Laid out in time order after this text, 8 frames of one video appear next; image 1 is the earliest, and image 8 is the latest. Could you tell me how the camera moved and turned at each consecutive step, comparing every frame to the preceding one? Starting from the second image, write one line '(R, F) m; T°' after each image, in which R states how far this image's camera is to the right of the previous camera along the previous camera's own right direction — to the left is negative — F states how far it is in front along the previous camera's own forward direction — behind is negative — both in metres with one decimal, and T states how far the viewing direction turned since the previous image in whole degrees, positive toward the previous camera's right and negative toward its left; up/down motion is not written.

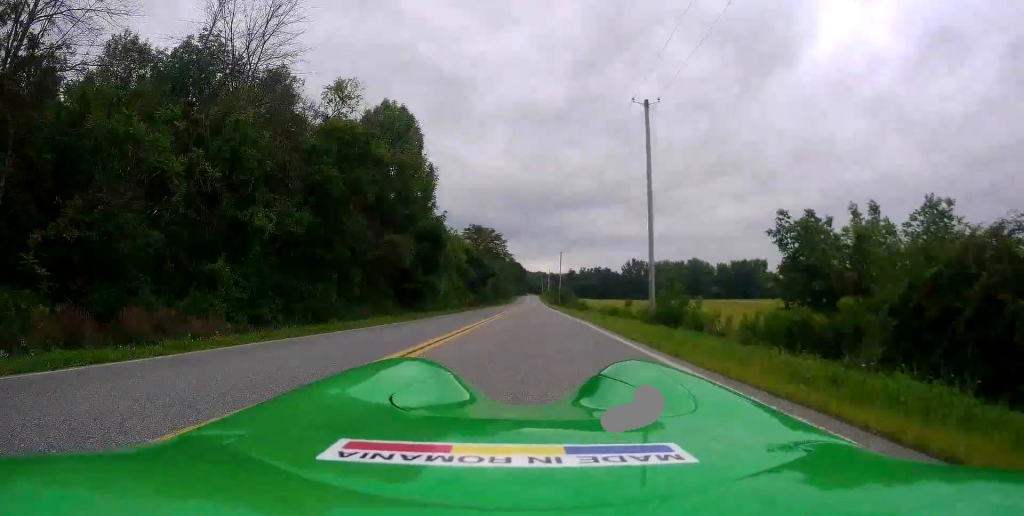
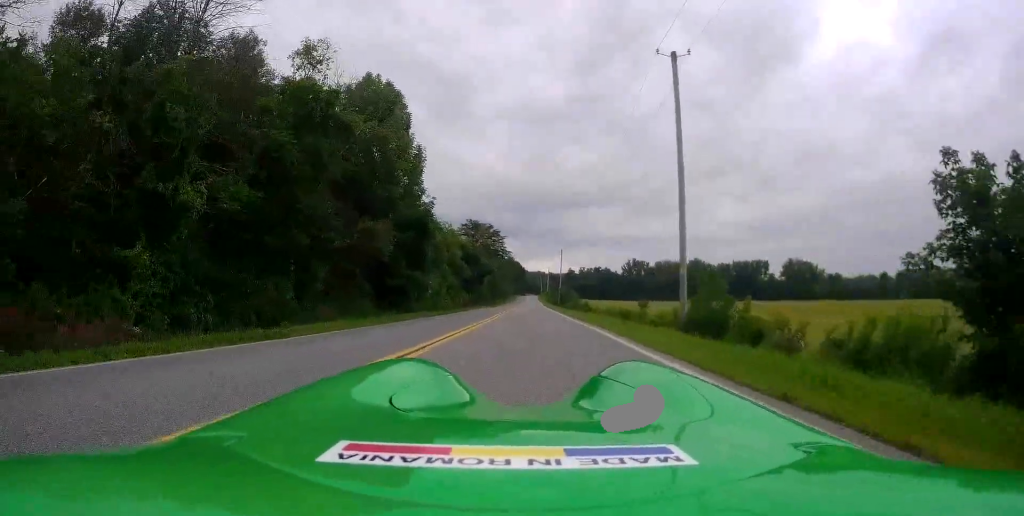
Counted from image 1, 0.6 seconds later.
(+0.1, +4.9) m; 0°
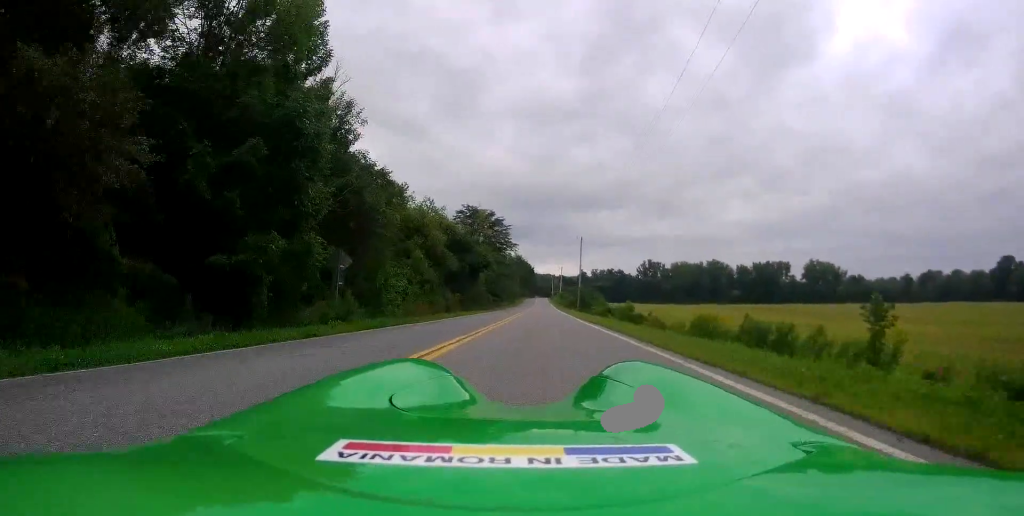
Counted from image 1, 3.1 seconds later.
(-0.3, +22.6) m; 0°
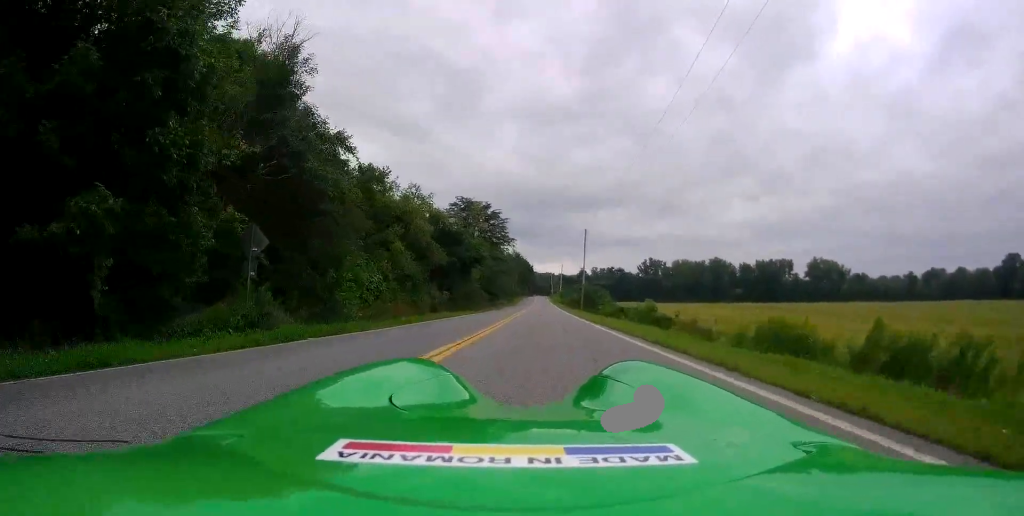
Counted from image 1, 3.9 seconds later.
(0.0, +7.1) m; +1°
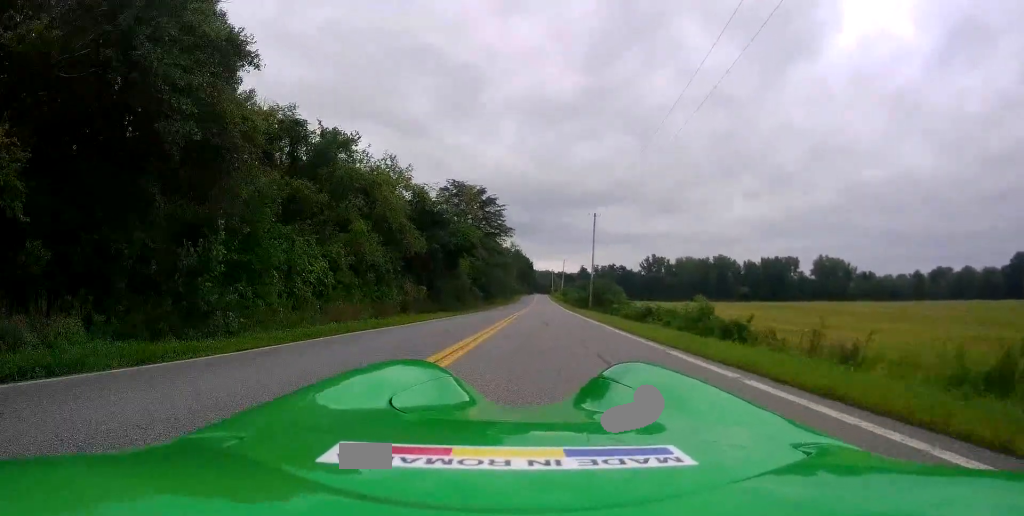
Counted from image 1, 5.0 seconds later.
(+0.2, +10.0) m; 0°
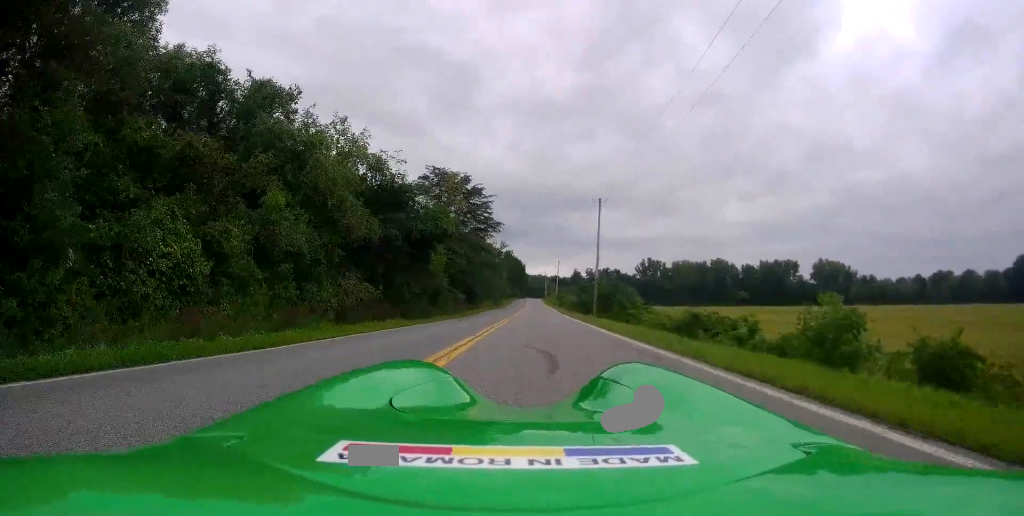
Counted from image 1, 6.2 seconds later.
(-0.3, +10.4) m; -1°
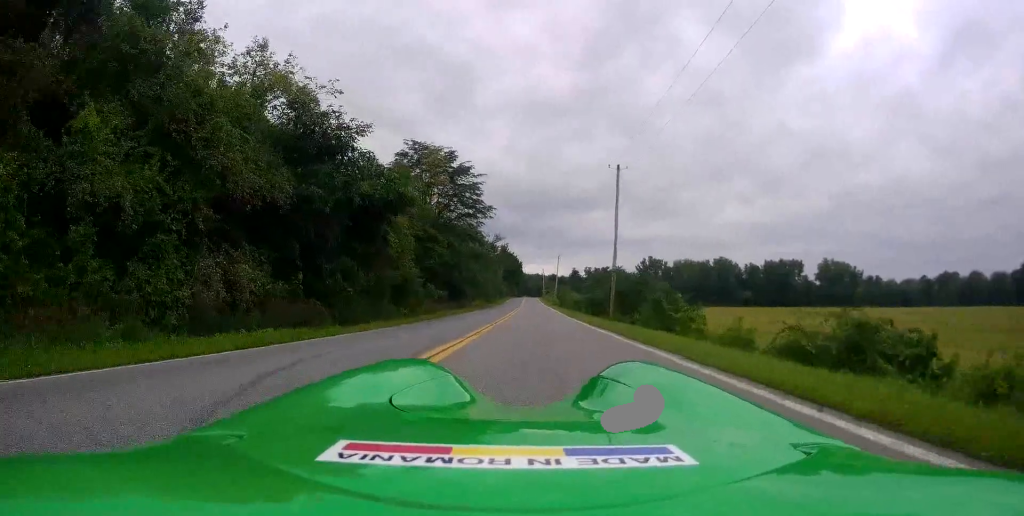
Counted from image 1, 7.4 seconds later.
(+0.2, +11.5) m; 0°
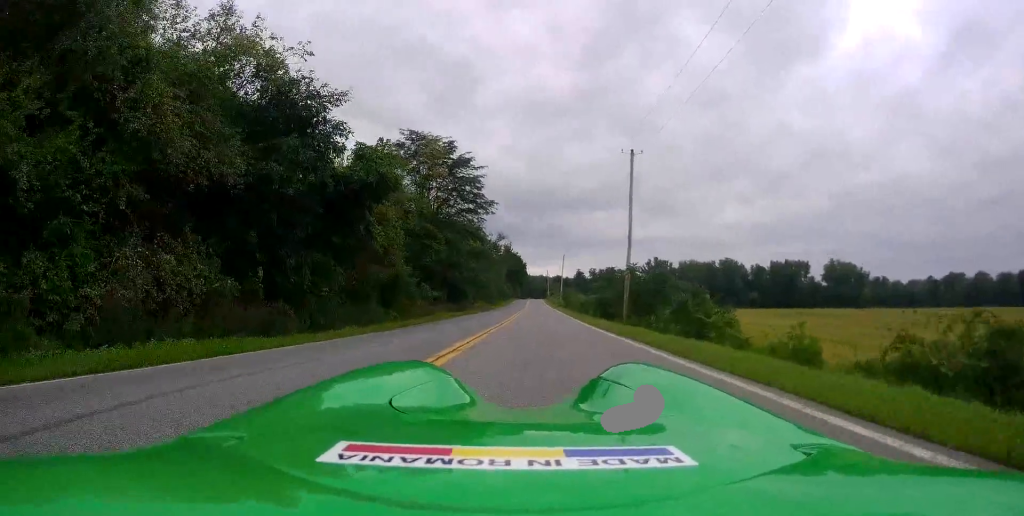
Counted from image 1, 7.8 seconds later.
(-0.1, +4.3) m; 0°
